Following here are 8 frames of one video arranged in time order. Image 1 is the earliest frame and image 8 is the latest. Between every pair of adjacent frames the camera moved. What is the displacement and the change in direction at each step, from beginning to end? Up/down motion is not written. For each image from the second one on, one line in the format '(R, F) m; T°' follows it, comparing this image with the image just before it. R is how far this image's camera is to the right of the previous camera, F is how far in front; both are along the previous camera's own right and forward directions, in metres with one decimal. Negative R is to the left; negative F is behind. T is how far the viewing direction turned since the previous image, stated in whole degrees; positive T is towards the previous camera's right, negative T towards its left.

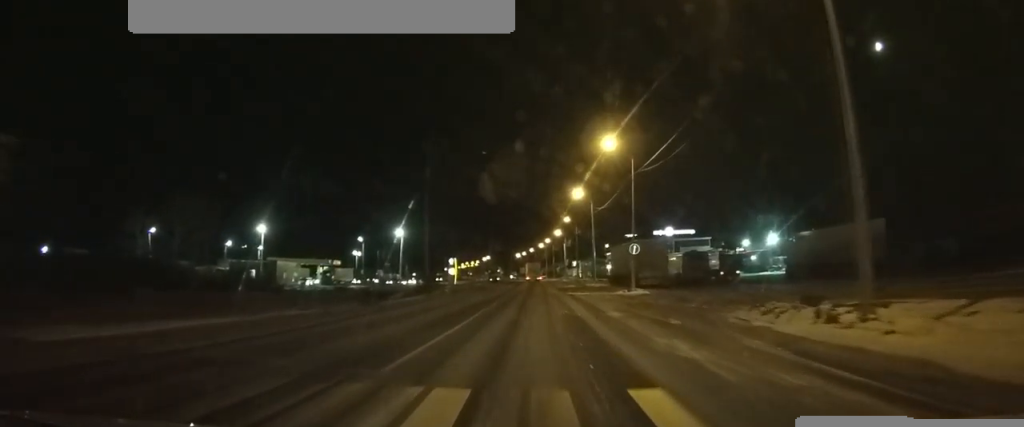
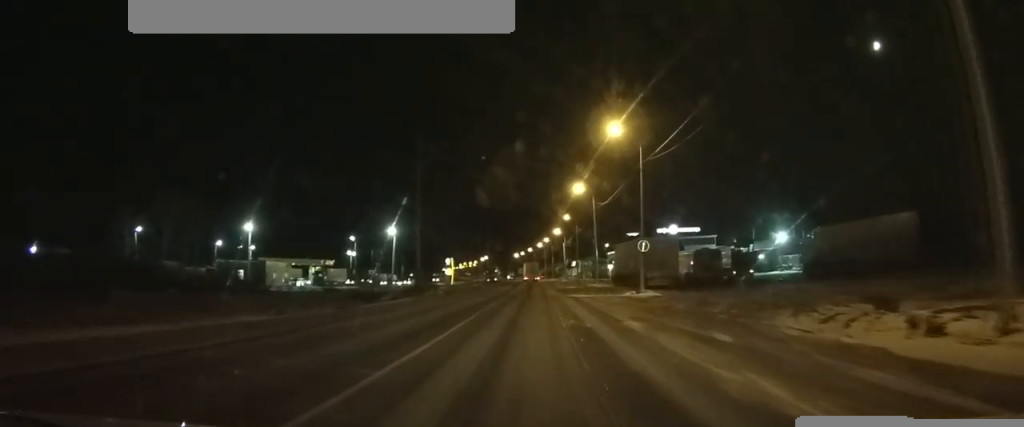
(0.0, +4.2) m; 0°
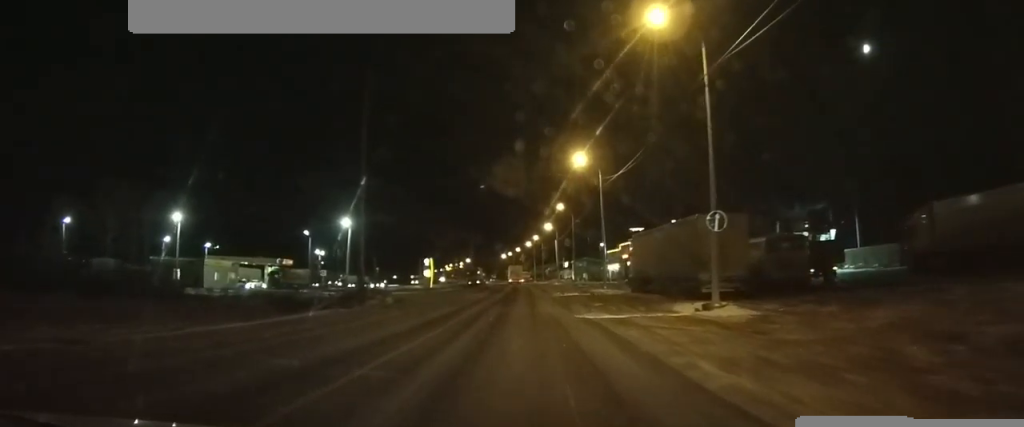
(+0.1, +17.4) m; +1°
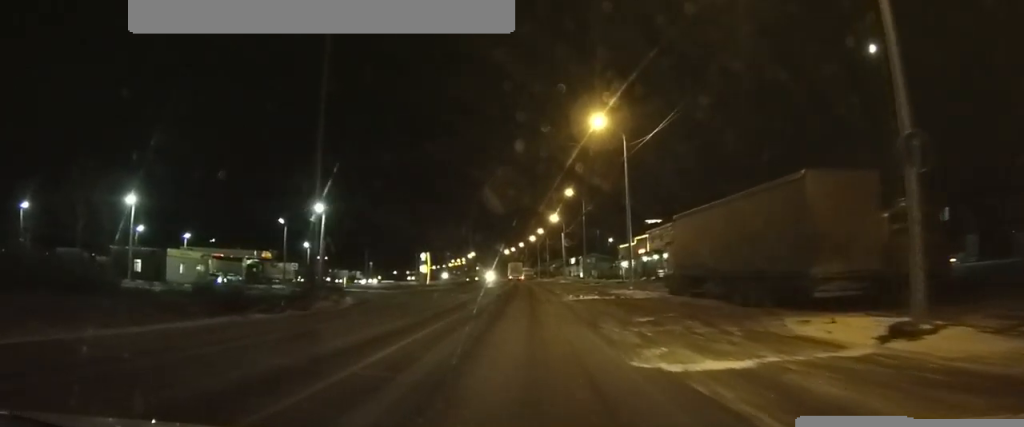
(+0.2, +12.4) m; 0°
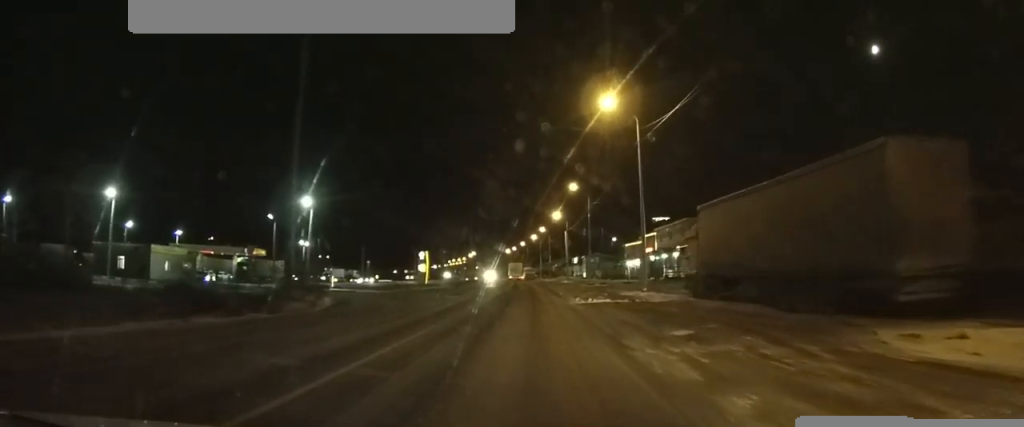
(-0.1, +5.2) m; 0°
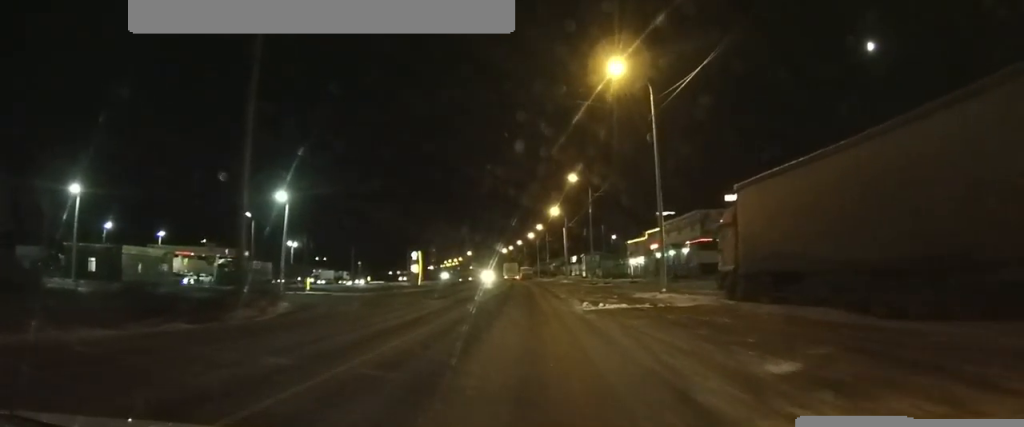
(0.0, +7.0) m; 0°
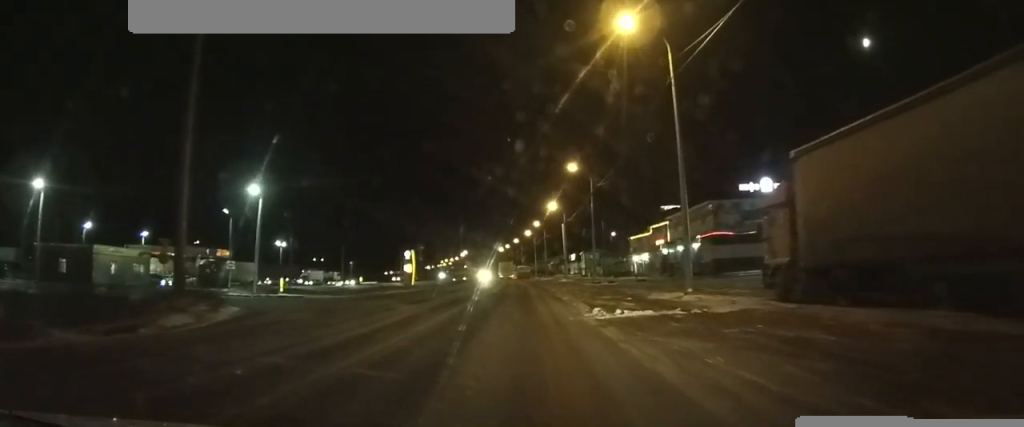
(0.0, +6.5) m; 0°
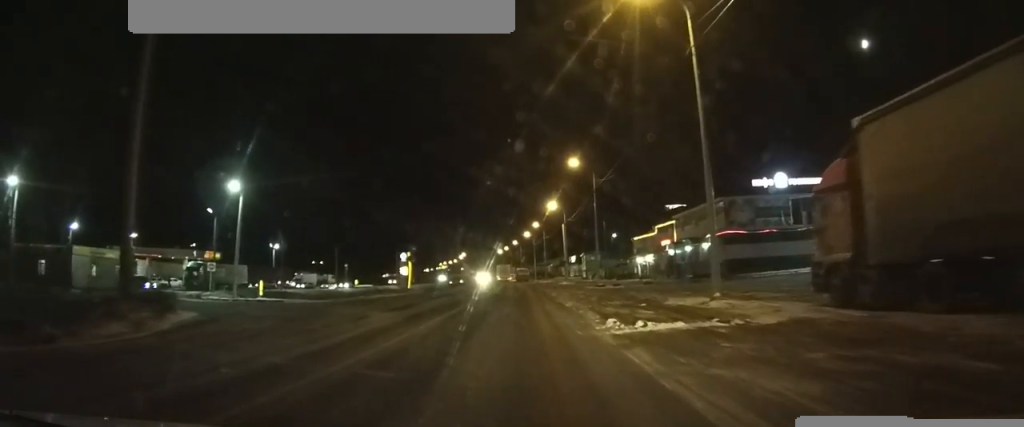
(0.0, +3.9) m; 0°
